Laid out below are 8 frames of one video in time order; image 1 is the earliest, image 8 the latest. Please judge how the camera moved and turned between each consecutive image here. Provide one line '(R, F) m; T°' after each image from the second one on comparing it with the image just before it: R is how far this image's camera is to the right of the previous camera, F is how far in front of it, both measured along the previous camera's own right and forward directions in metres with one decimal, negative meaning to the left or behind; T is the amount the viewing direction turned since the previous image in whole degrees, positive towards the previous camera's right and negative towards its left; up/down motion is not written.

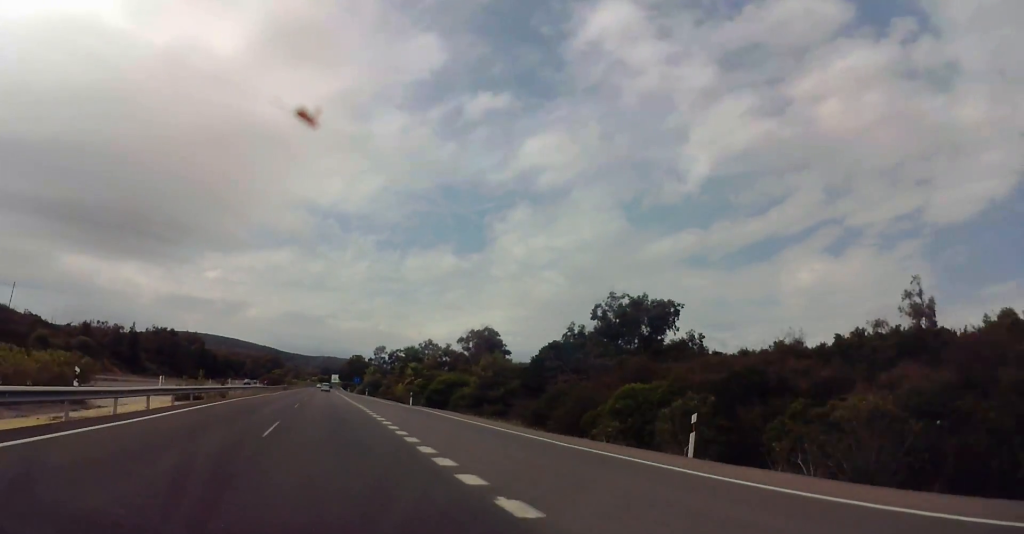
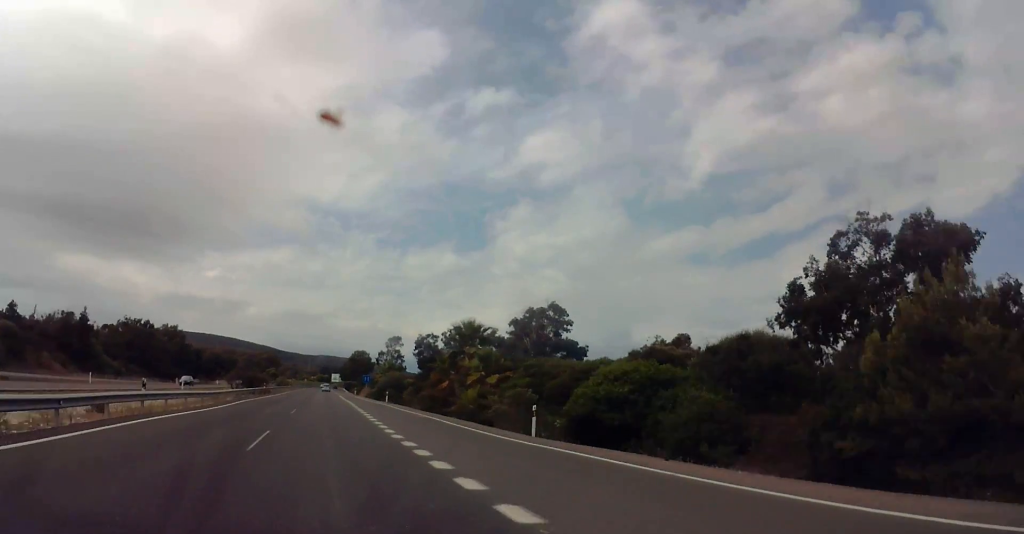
(-0.3, +37.1) m; 0°
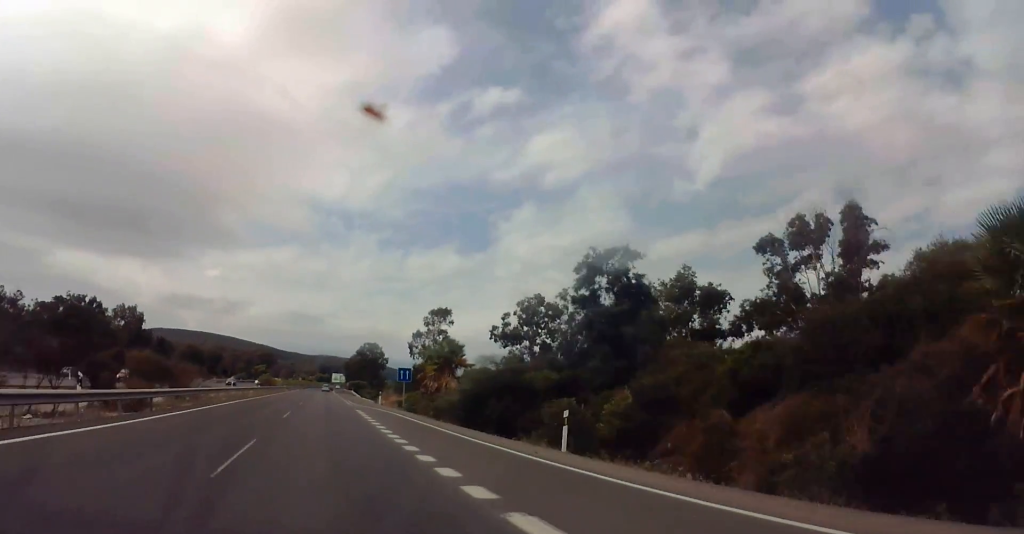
(+0.3, +54.7) m; 0°
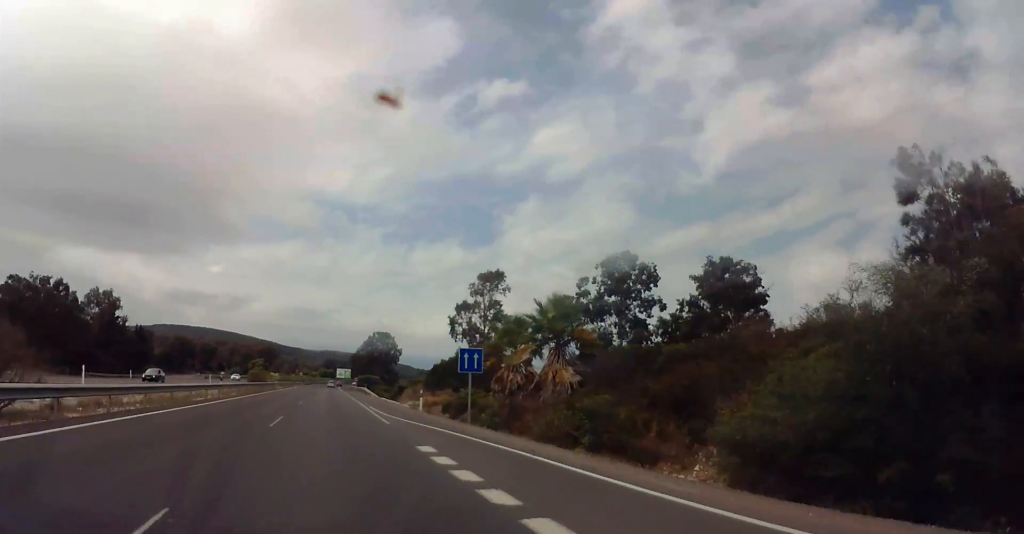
(+0.1, +26.2) m; 0°
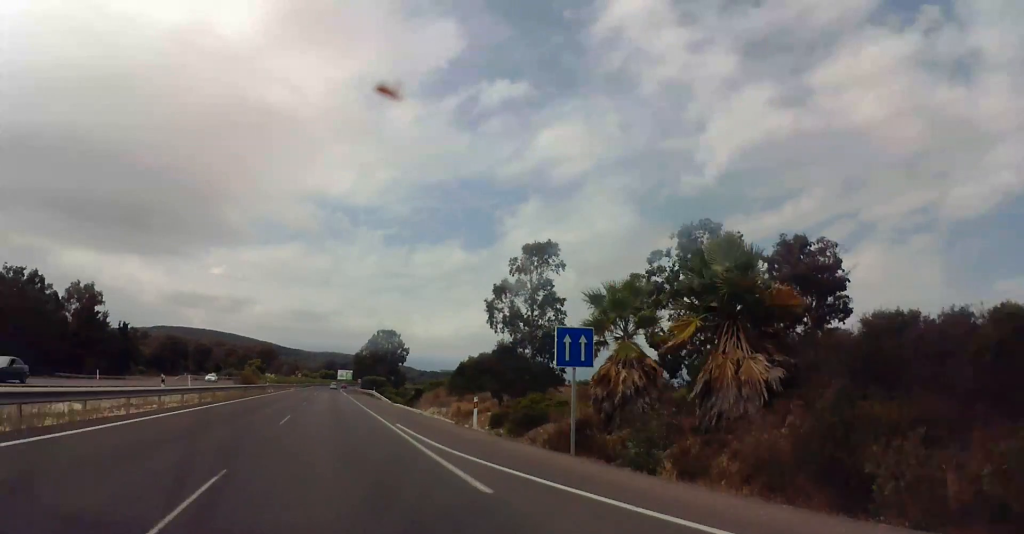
(0.0, +14.4) m; 0°
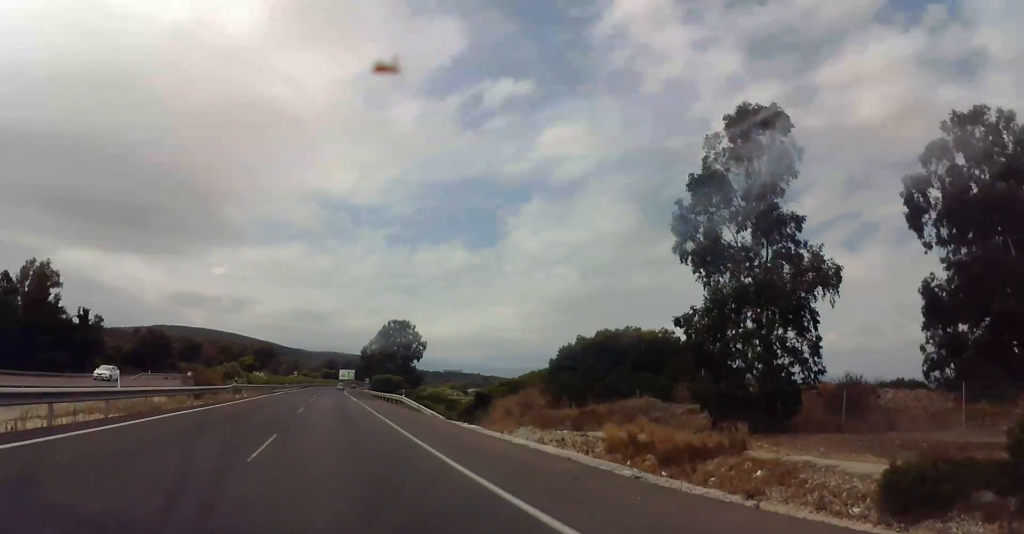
(-0.1, +25.7) m; -1°
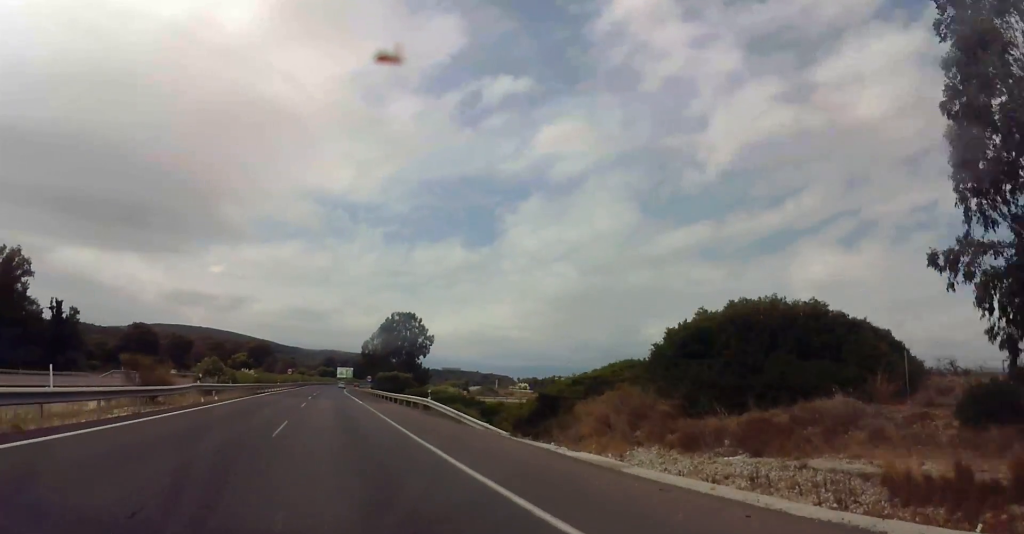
(-0.2, +13.3) m; 0°
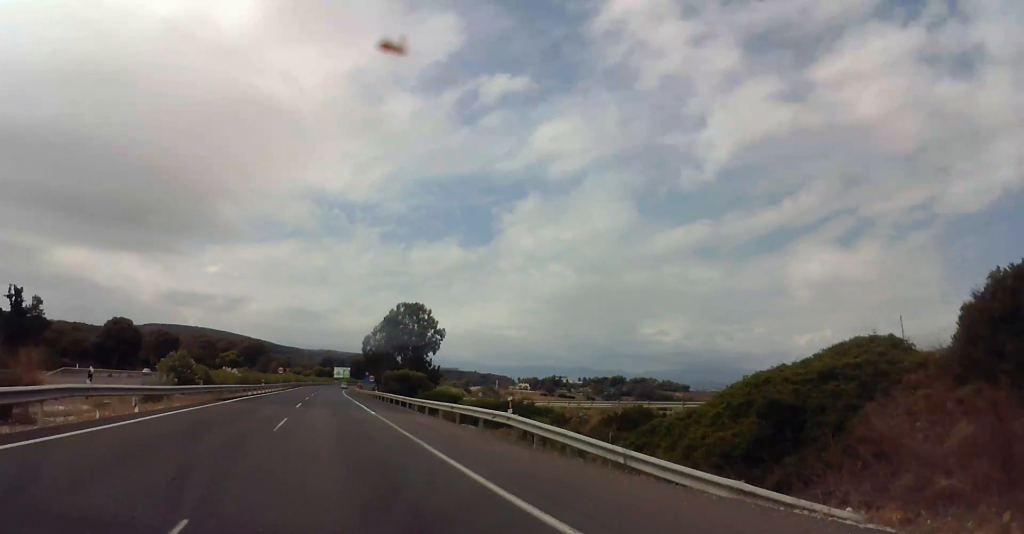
(+0.2, +16.0) m; +1°
